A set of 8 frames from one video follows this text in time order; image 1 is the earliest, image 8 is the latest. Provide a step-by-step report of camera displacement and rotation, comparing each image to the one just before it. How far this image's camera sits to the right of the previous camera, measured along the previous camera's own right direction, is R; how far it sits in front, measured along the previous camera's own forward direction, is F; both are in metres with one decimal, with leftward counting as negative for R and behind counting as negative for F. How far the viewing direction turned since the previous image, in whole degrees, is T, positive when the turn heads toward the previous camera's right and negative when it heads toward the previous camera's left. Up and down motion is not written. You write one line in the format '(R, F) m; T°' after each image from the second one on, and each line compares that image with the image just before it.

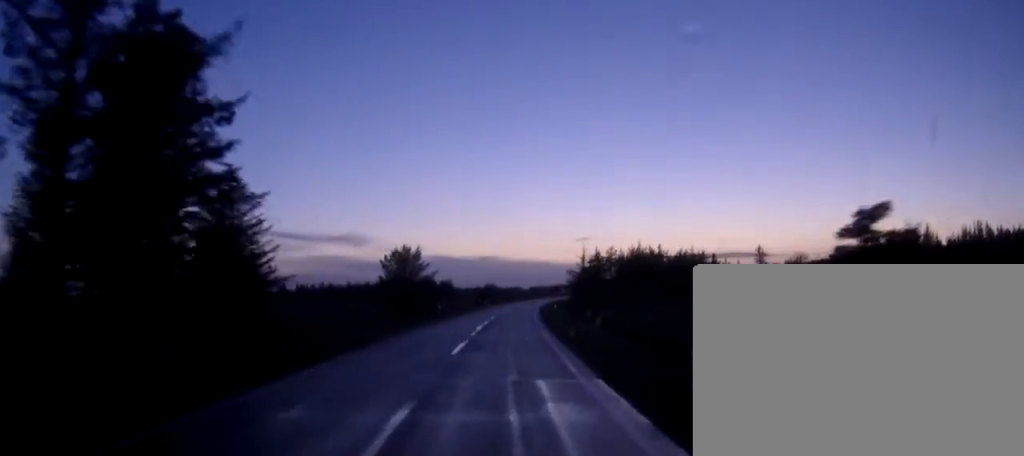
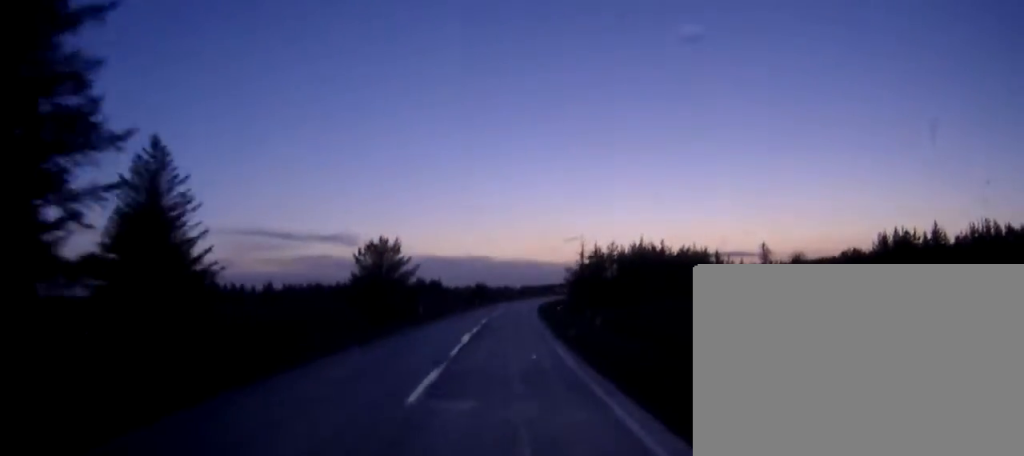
(0.0, +10.6) m; +1°
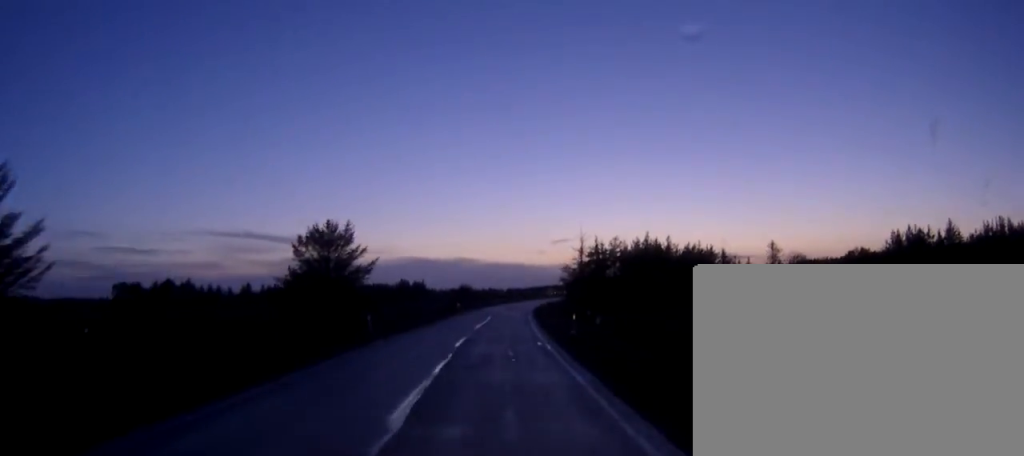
(+0.1, +16.9) m; +1°
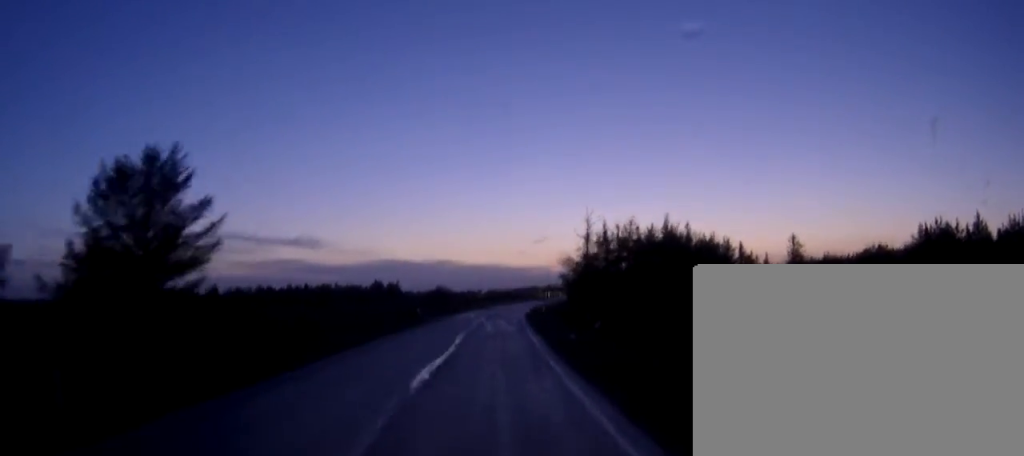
(+0.5, +26.3) m; +2°
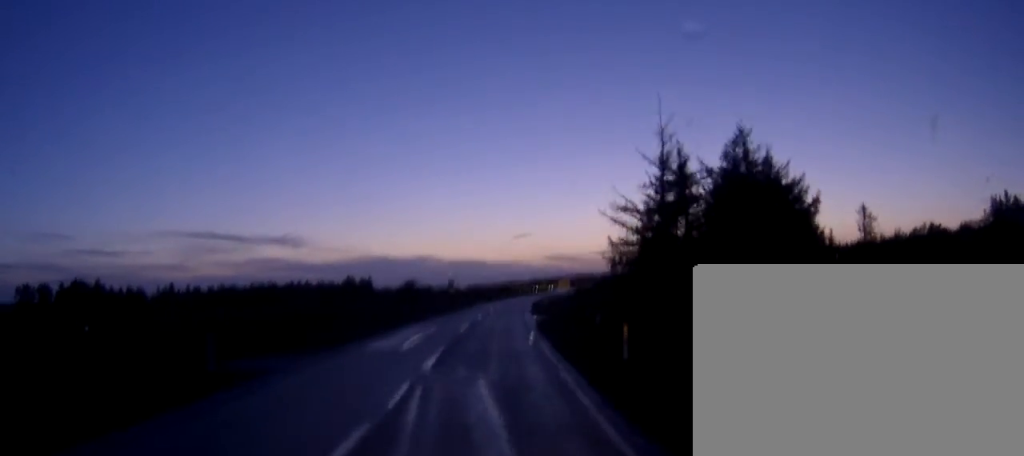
(+0.4, +41.5) m; +1°
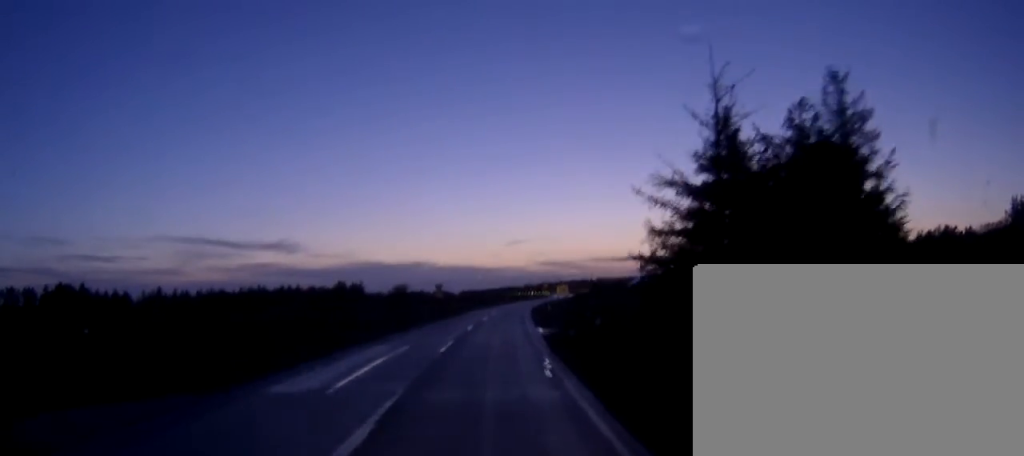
(+0.1, +10.4) m; +1°
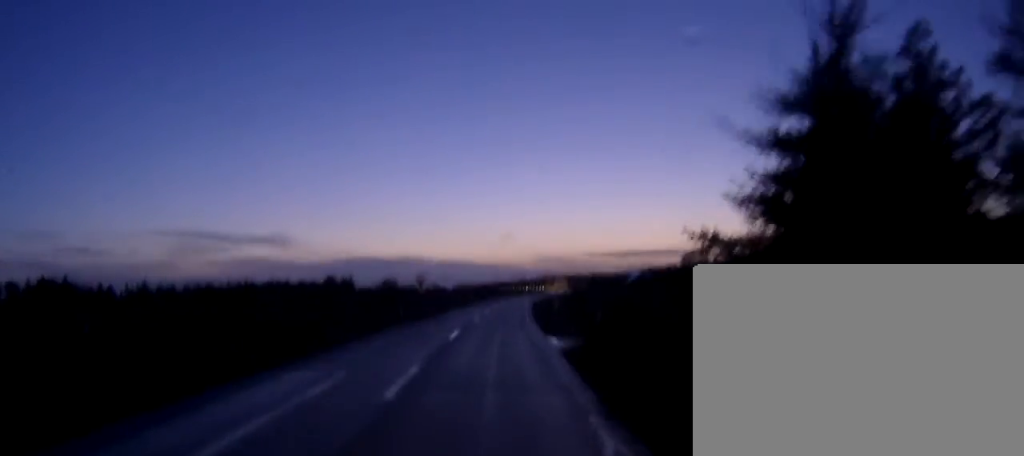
(0.0, +11.1) m; +1°
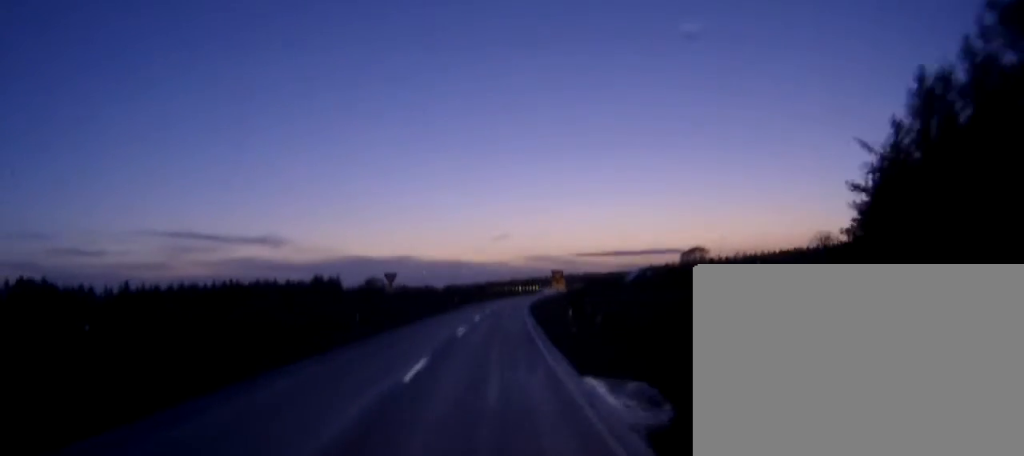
(+0.2, +12.9) m; +1°
